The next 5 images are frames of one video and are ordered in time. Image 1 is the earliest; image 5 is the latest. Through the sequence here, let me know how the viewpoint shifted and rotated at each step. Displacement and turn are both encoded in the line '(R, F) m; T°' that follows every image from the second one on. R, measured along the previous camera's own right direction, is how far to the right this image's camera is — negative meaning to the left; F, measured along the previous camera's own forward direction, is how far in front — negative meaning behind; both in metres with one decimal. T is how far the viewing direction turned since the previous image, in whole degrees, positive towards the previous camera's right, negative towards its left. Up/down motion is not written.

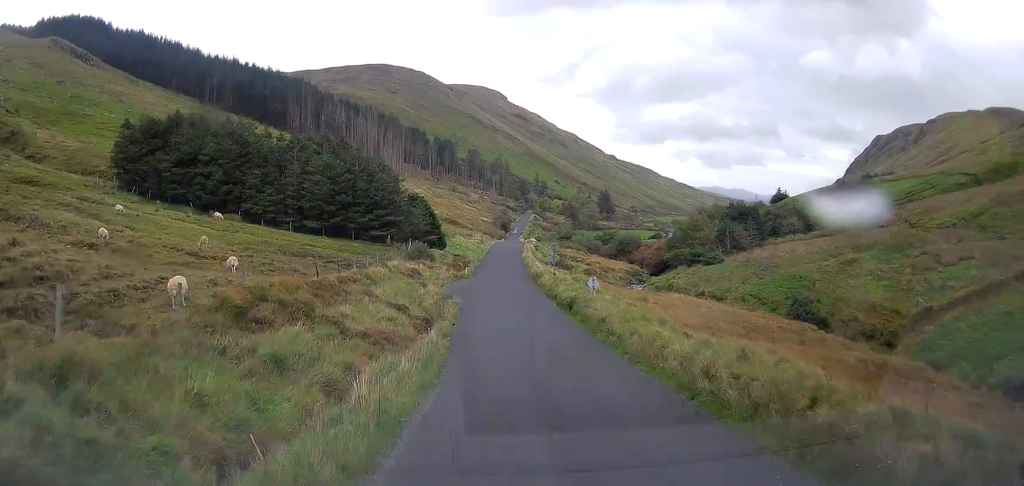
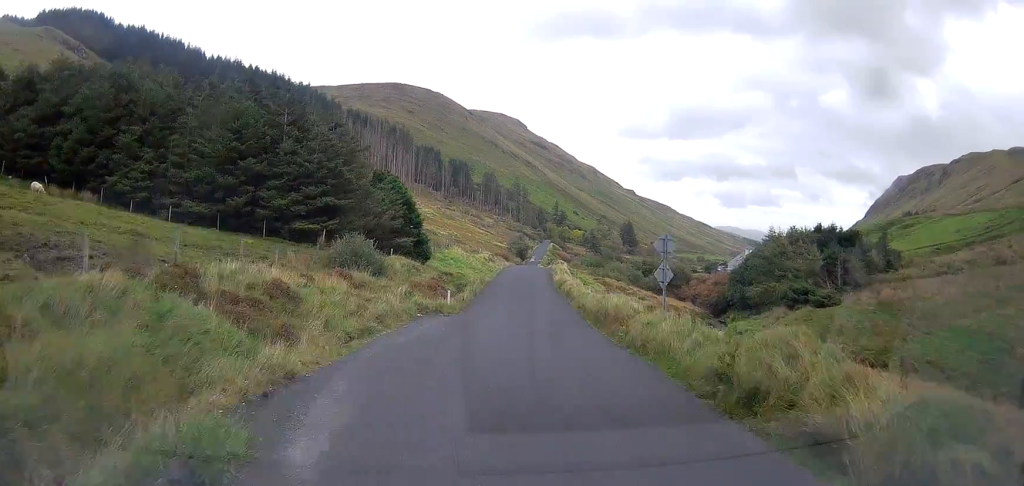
(-0.3, +28.1) m; -1°
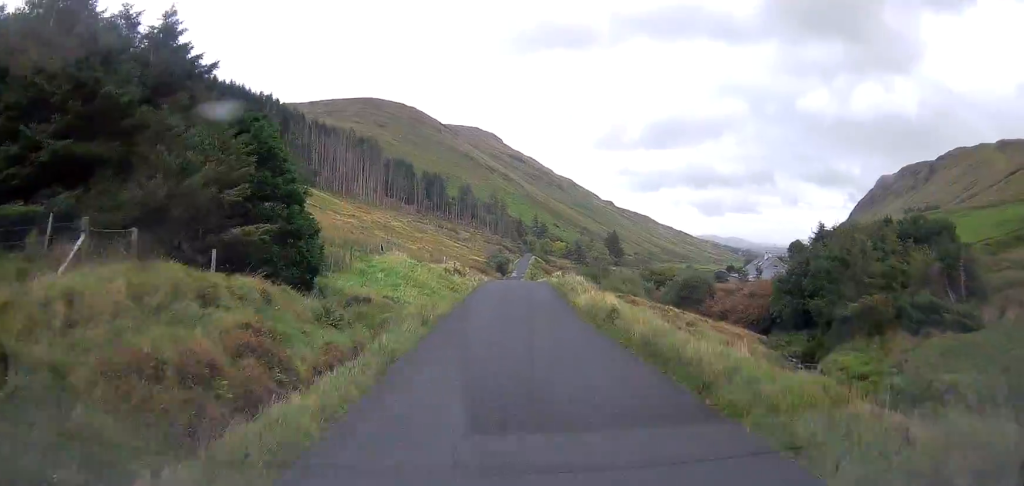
(+0.2, +22.9) m; +1°
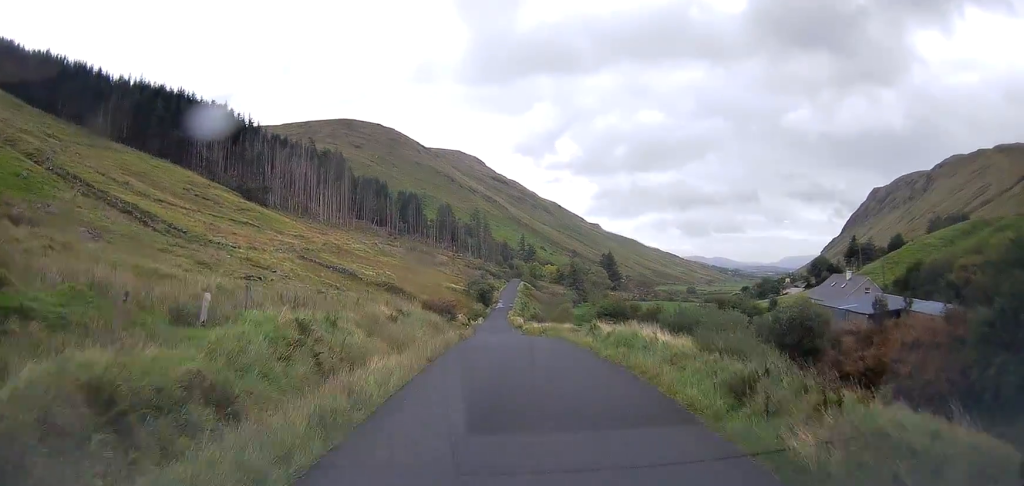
(+0.5, +39.4) m; +1°
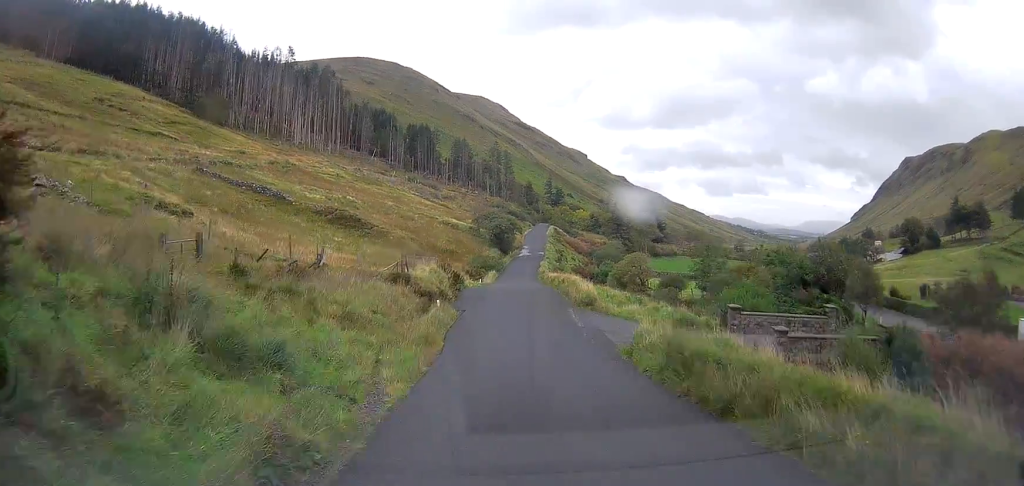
(-0.1, +52.4) m; -1°
